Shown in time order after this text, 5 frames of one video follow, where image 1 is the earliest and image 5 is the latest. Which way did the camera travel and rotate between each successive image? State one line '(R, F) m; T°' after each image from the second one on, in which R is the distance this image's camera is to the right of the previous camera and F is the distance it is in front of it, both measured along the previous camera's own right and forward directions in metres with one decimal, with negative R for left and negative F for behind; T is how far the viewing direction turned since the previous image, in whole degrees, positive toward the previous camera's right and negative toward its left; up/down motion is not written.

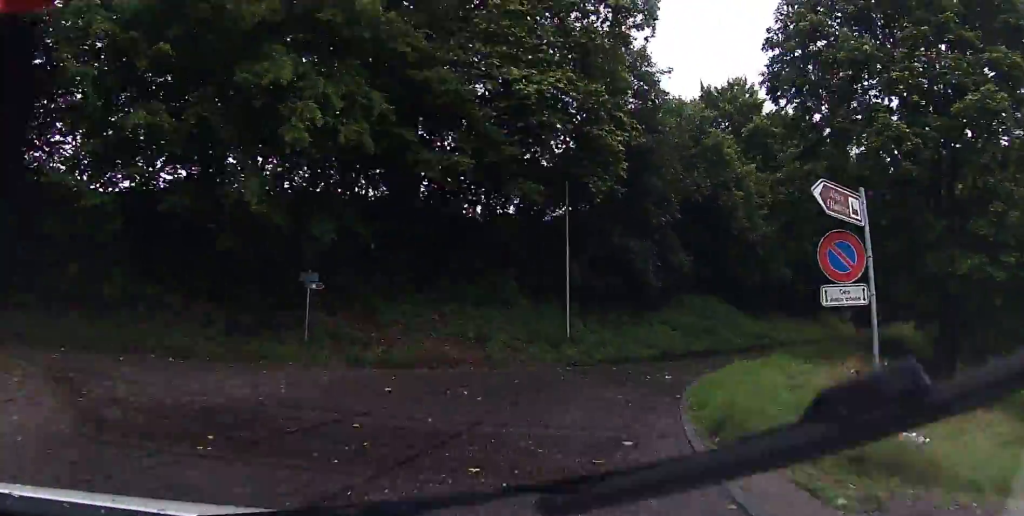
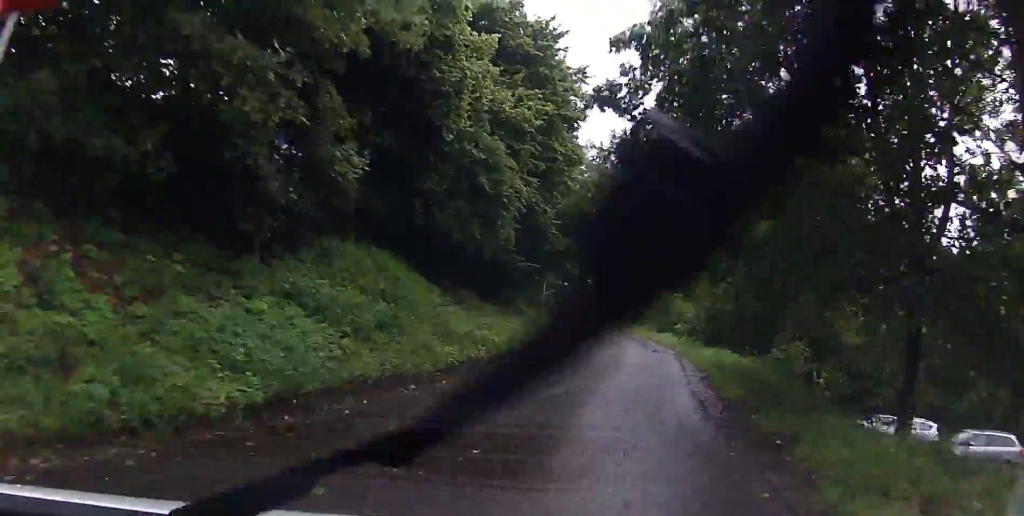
(+5.1, +14.6) m; +36°
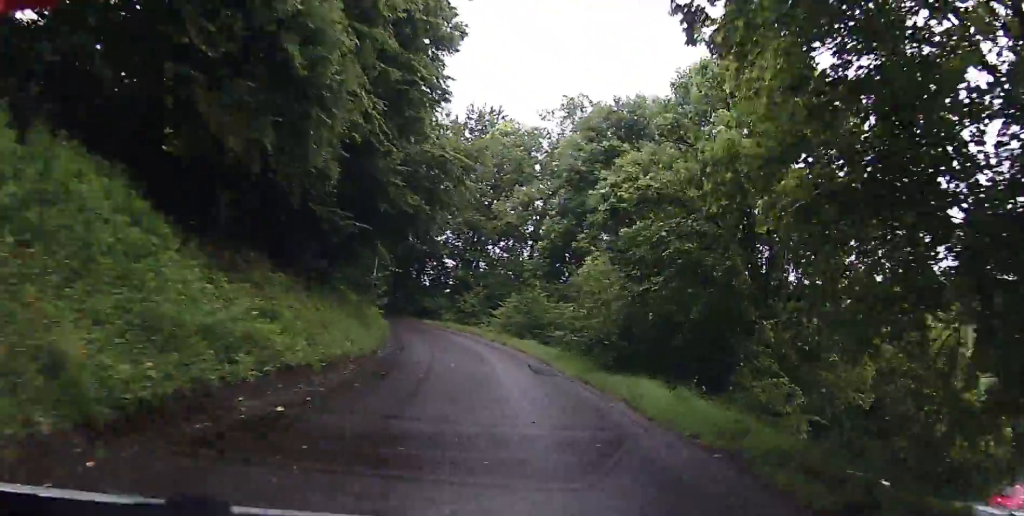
(+1.2, +8.8) m; +10°
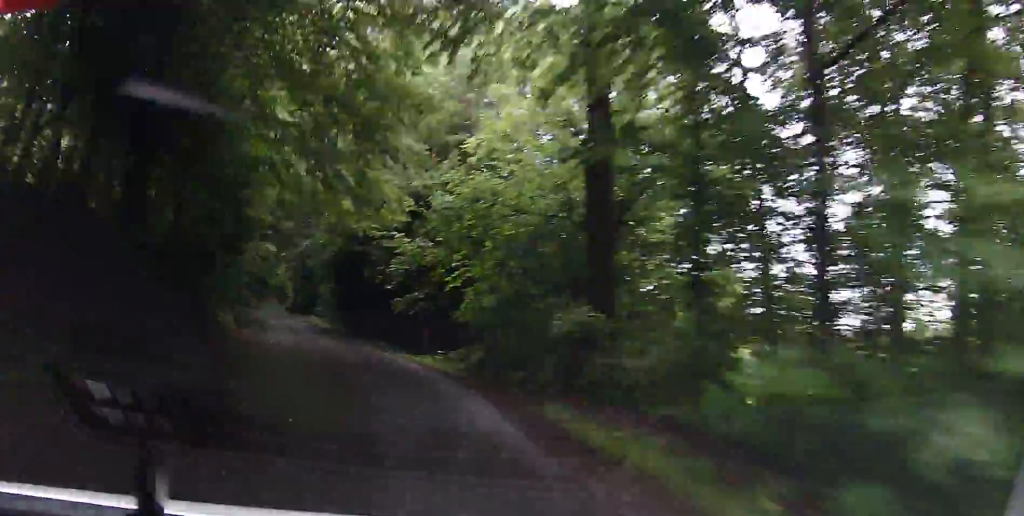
(-1.5, +44.9) m; -17°
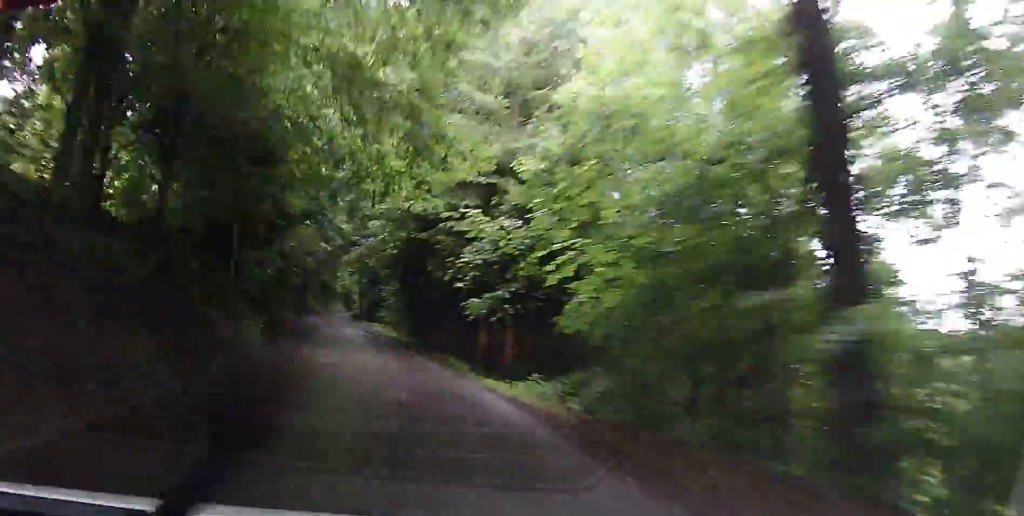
(-0.2, +5.7) m; -4°
